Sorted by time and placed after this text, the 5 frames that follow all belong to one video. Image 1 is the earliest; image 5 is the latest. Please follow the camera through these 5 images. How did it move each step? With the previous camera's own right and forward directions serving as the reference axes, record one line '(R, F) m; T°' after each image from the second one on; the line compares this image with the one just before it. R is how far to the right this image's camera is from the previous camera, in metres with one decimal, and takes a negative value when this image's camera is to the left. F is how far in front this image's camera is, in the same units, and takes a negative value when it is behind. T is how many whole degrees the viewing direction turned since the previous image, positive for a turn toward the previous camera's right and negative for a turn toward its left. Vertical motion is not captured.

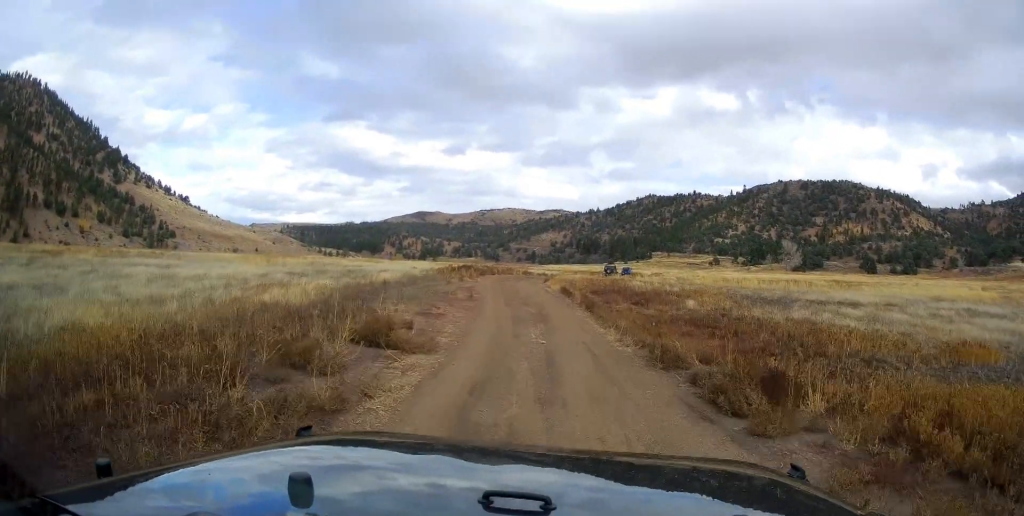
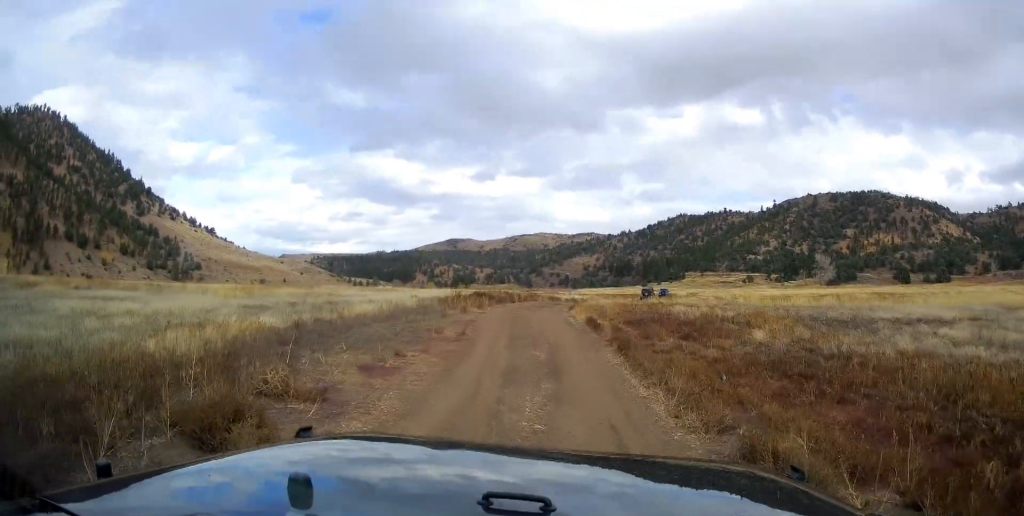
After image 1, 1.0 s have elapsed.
(+0.4, +5.5) m; -4°
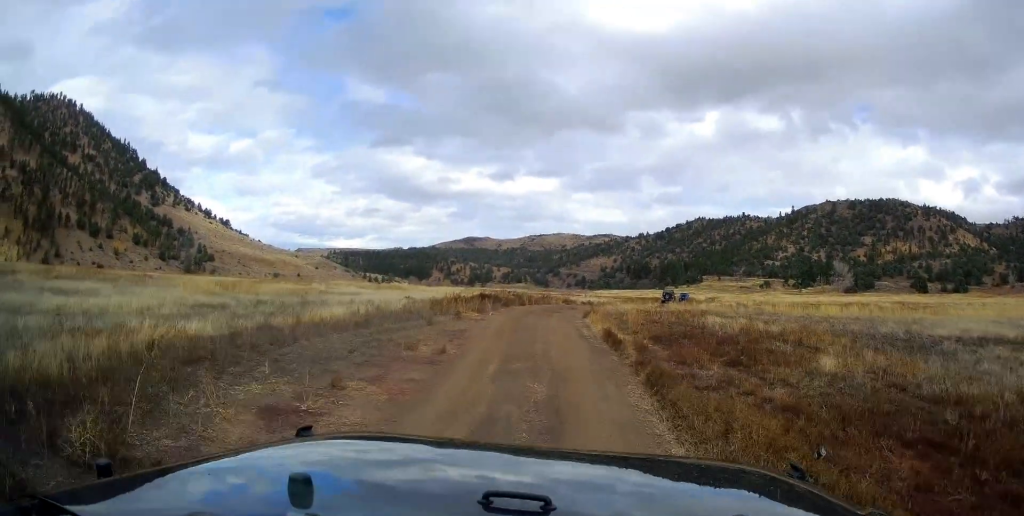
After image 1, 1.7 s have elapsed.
(-0.6, +3.7) m; -3°
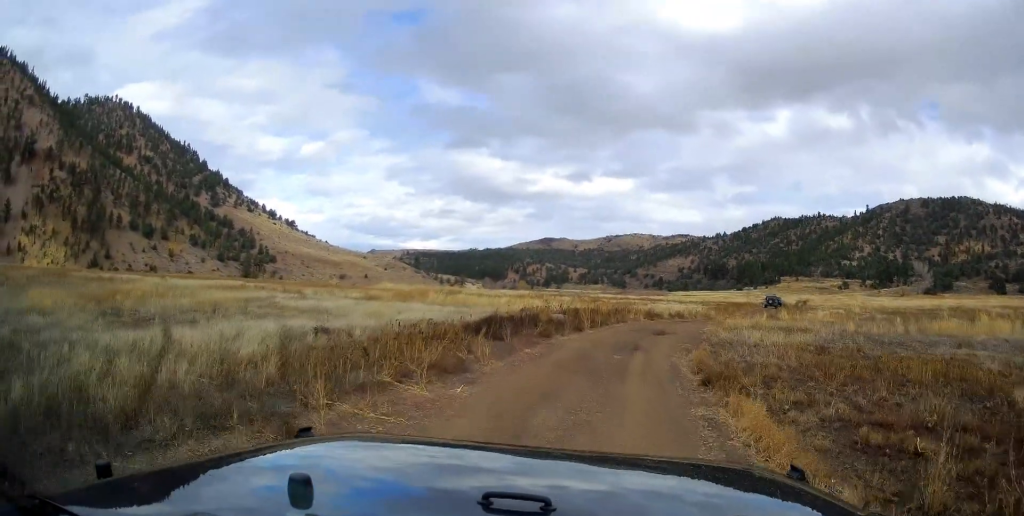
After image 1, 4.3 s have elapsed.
(-1.0, +13.6) m; -6°
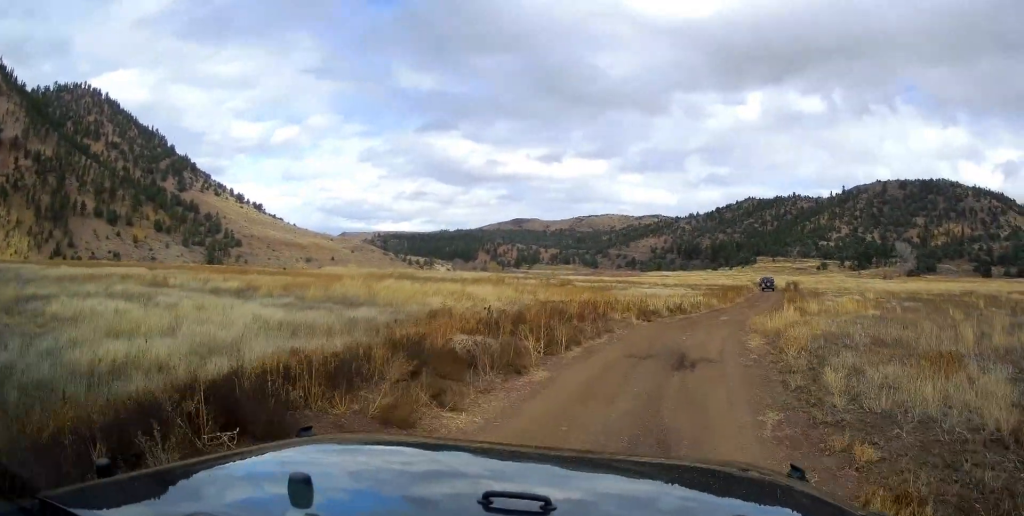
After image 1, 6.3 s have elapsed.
(+0.6, +11.6) m; +4°
